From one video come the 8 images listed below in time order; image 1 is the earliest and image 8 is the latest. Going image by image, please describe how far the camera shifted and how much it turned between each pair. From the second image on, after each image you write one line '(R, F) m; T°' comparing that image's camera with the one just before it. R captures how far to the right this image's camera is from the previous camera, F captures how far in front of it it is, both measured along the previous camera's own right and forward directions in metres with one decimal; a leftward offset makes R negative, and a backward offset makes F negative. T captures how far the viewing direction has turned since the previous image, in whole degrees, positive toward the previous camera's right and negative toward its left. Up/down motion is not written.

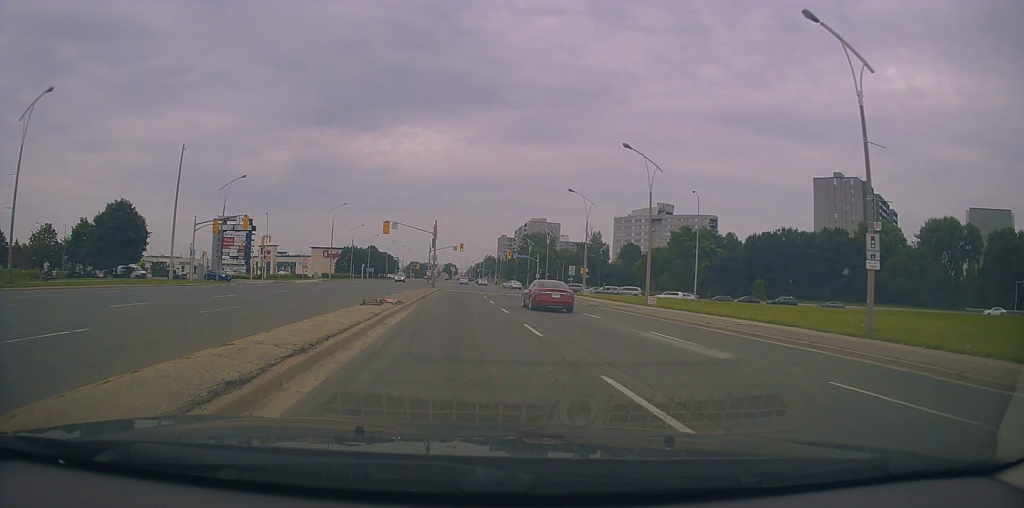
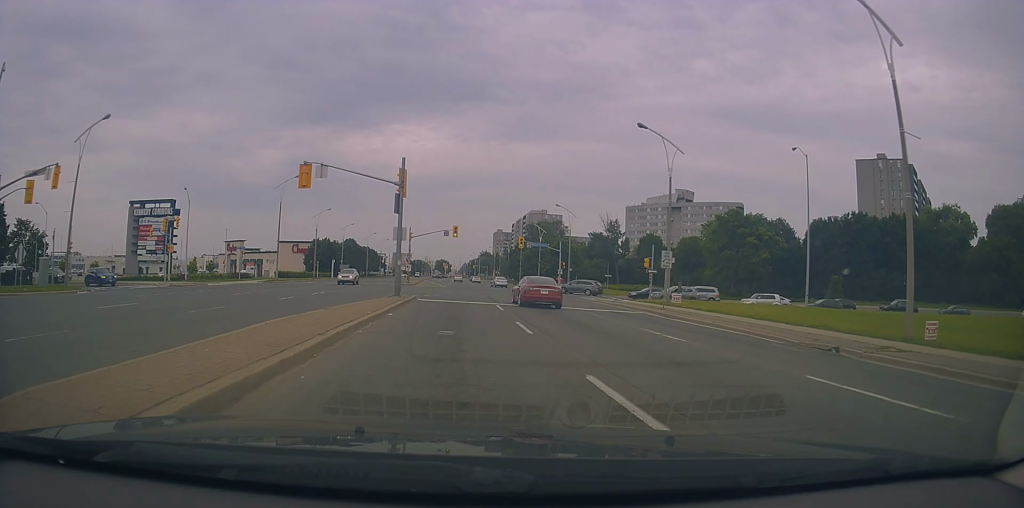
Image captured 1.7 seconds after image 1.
(+1.1, +28.1) m; +2°
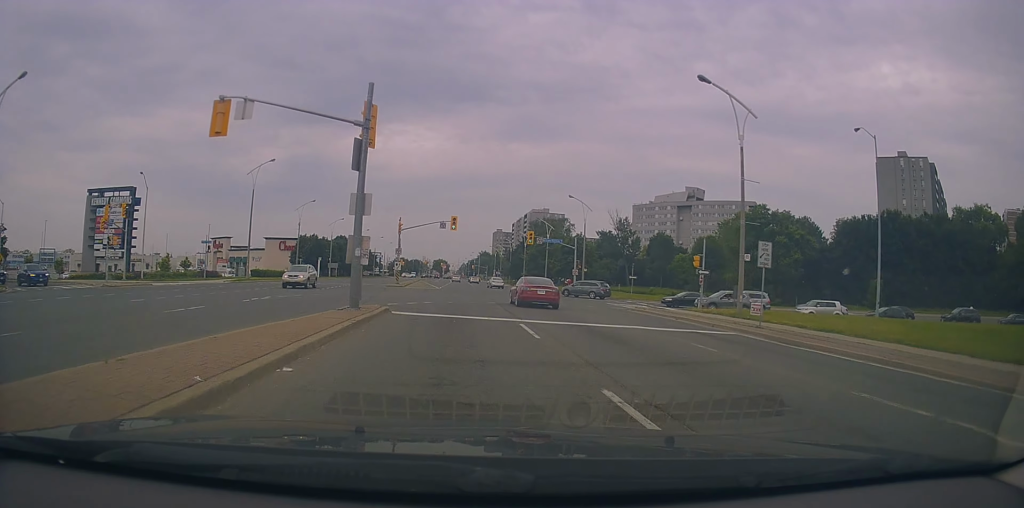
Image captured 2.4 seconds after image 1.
(-0.5, +10.2) m; -1°
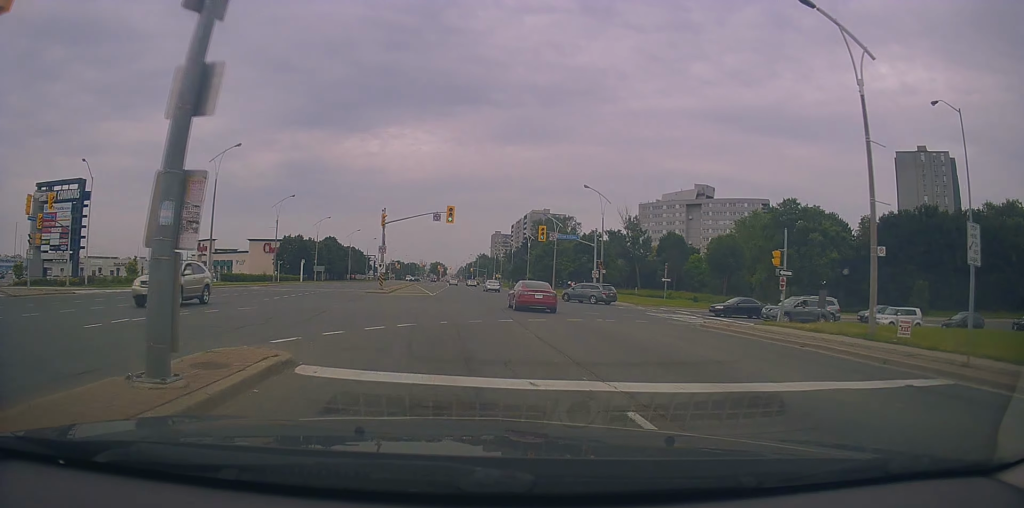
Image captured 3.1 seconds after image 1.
(0.0, +10.2) m; +1°
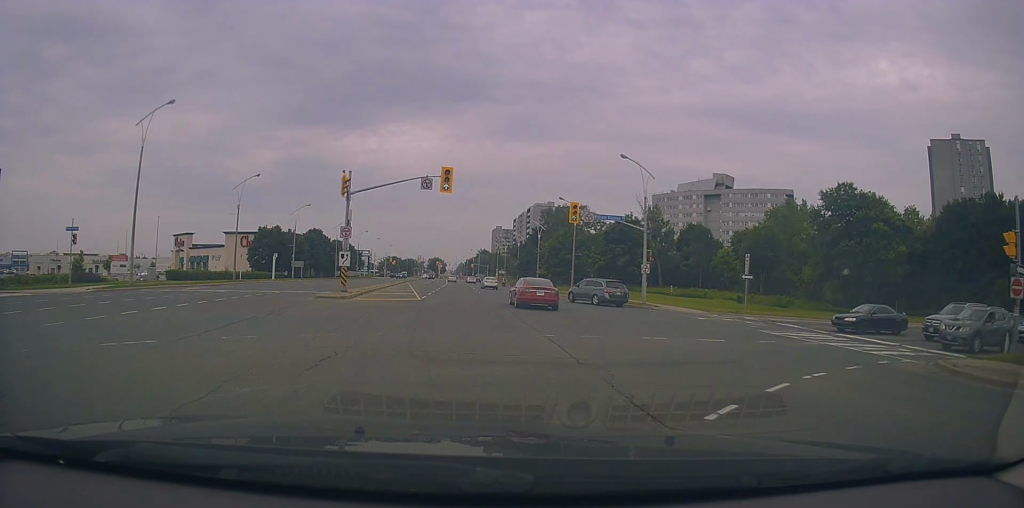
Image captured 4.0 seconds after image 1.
(+0.3, +14.2) m; +1°
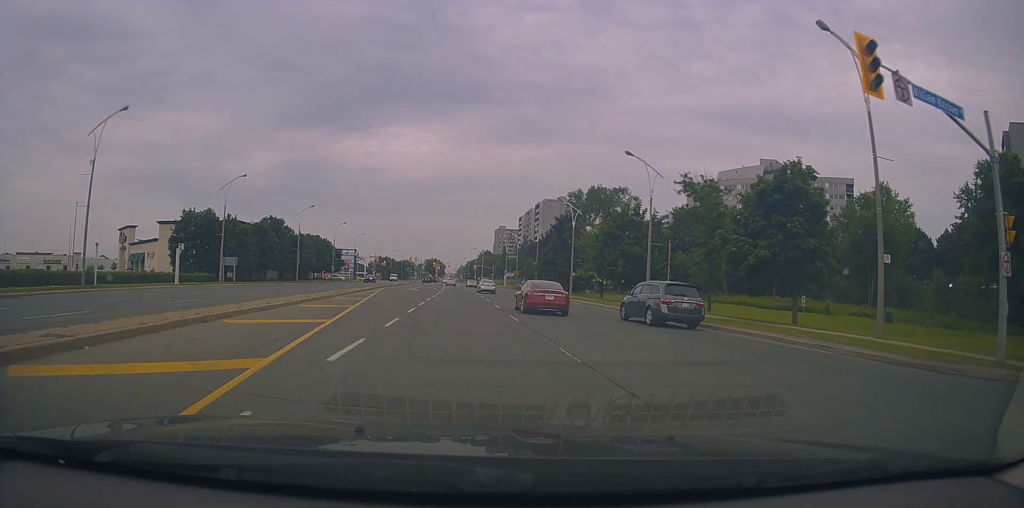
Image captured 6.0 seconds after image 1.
(-0.2, +28.8) m; -1°
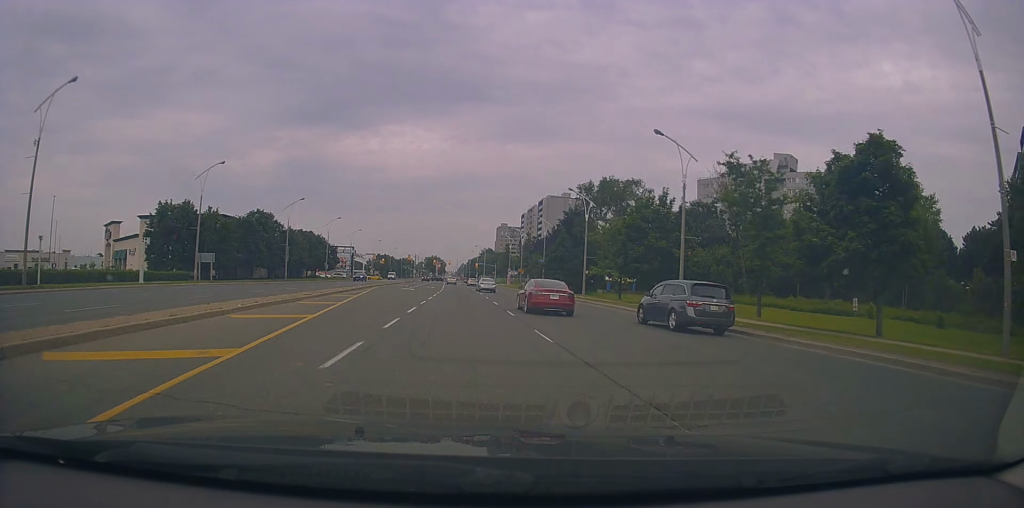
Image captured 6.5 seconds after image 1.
(0.0, +6.8) m; 0°
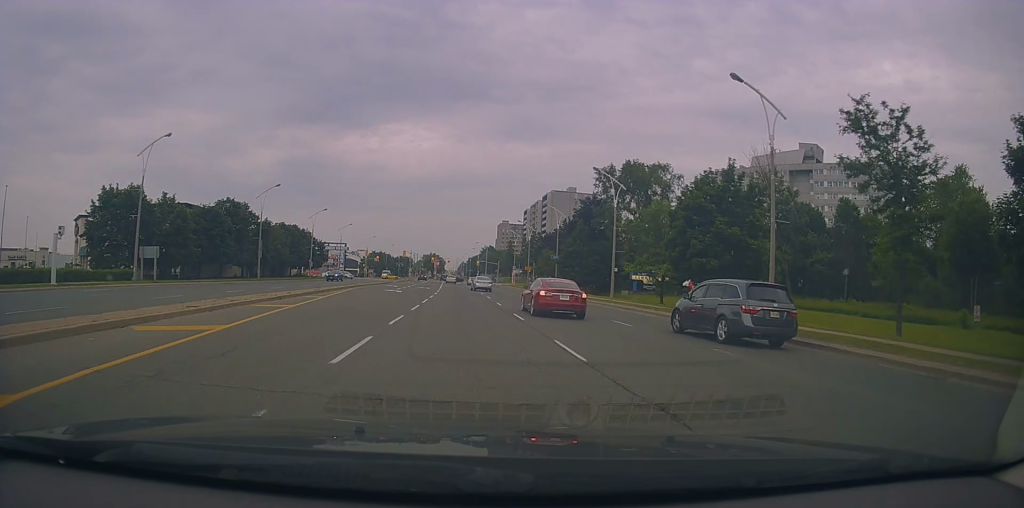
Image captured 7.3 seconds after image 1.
(+0.1, +11.5) m; -2°
